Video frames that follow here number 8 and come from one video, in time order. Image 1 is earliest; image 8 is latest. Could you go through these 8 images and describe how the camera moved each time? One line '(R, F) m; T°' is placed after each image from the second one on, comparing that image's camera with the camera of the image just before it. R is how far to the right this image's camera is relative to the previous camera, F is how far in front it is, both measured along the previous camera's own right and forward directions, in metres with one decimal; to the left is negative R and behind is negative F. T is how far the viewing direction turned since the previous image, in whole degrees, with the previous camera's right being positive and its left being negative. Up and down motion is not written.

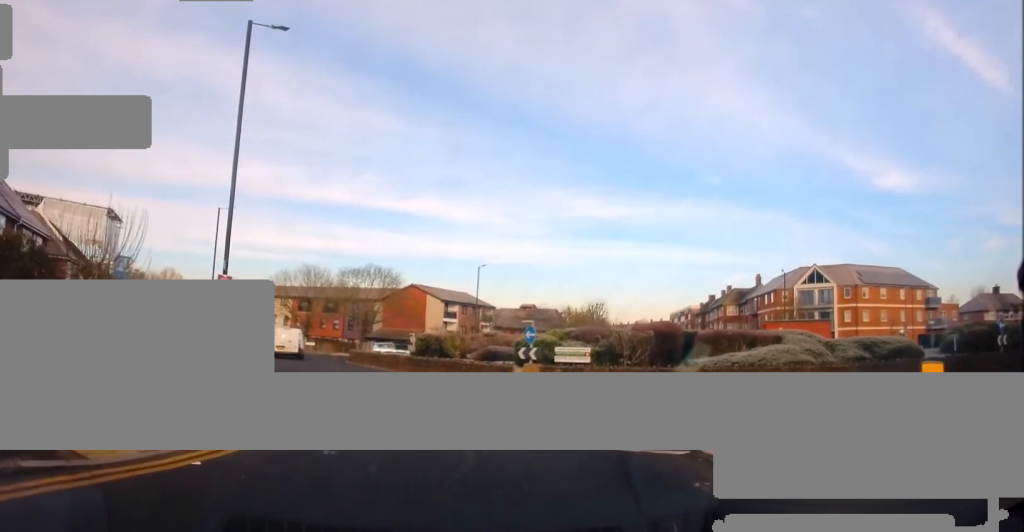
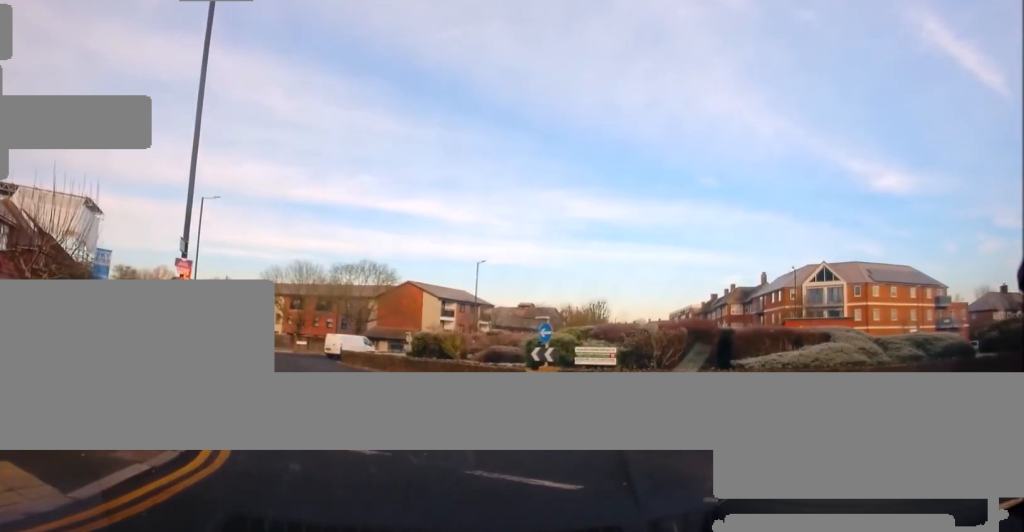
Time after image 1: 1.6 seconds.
(-0.4, +3.0) m; -4°
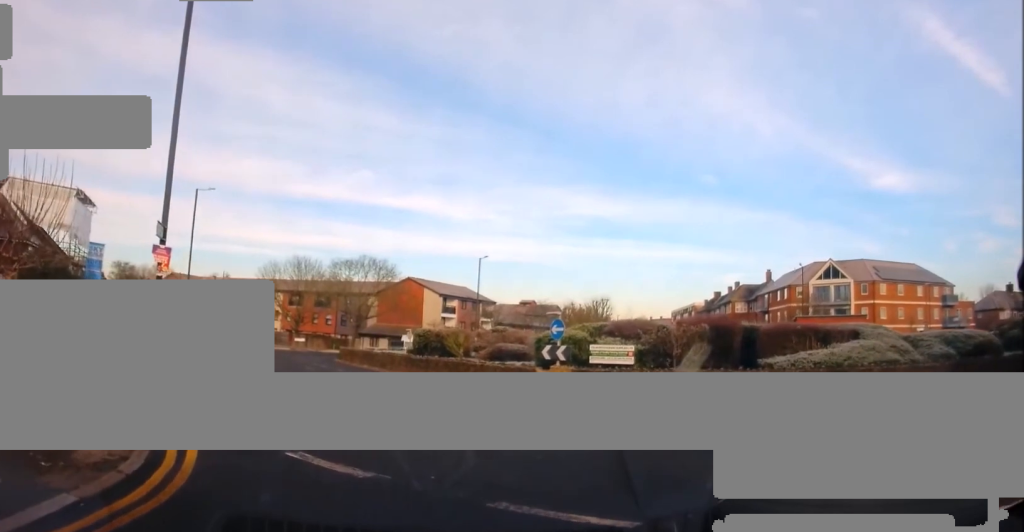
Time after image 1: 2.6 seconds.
(+0.1, +1.5) m; +5°
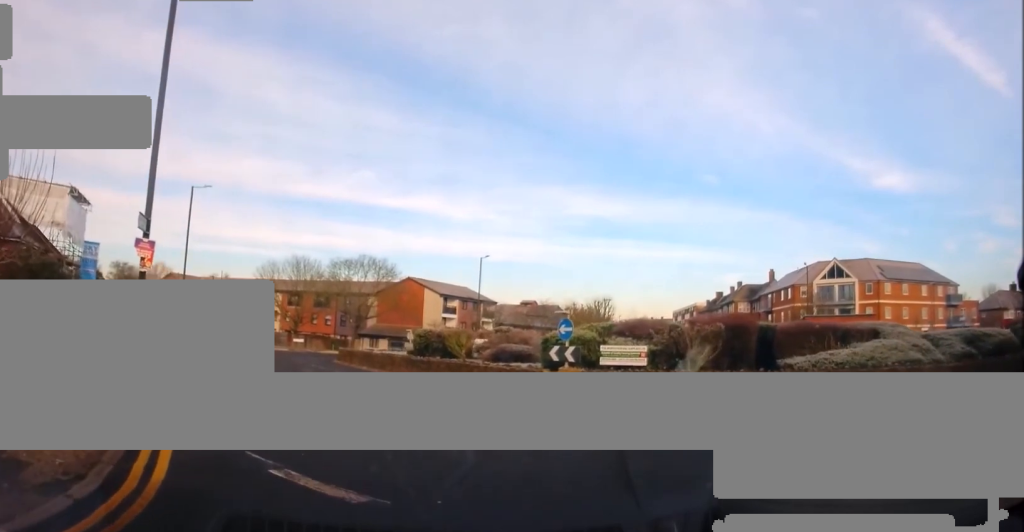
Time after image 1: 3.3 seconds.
(0.0, +1.1) m; 0°
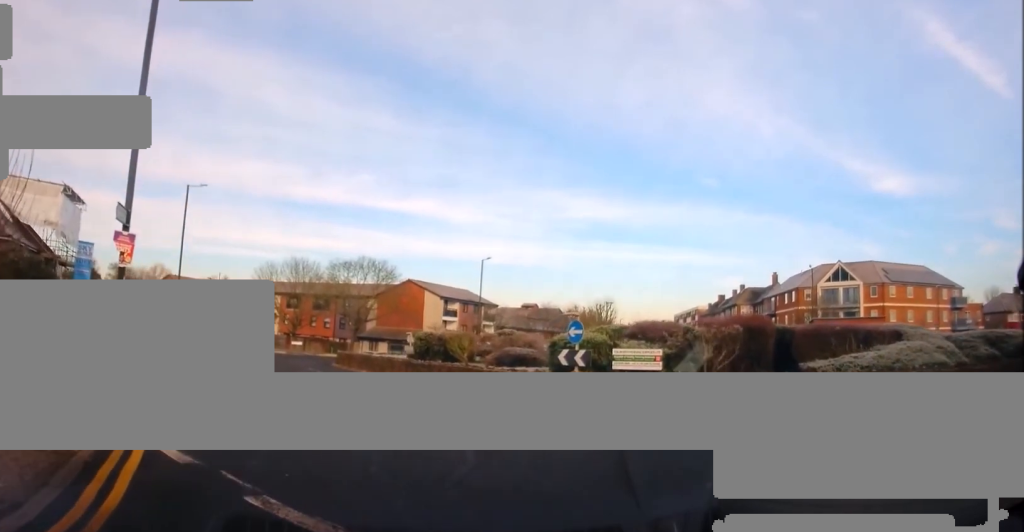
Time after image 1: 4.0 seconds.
(0.0, +1.3) m; 0°
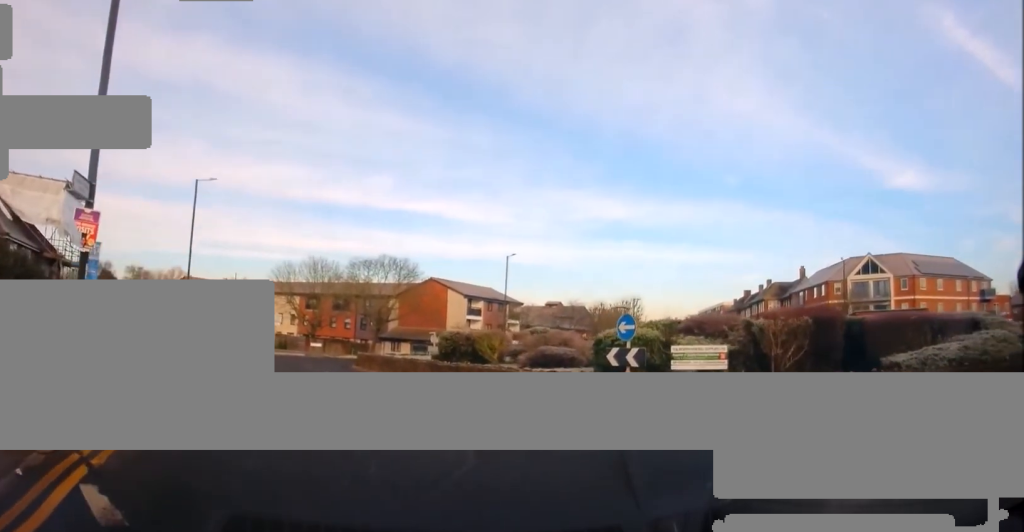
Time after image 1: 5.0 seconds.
(0.0, +2.5) m; -9°
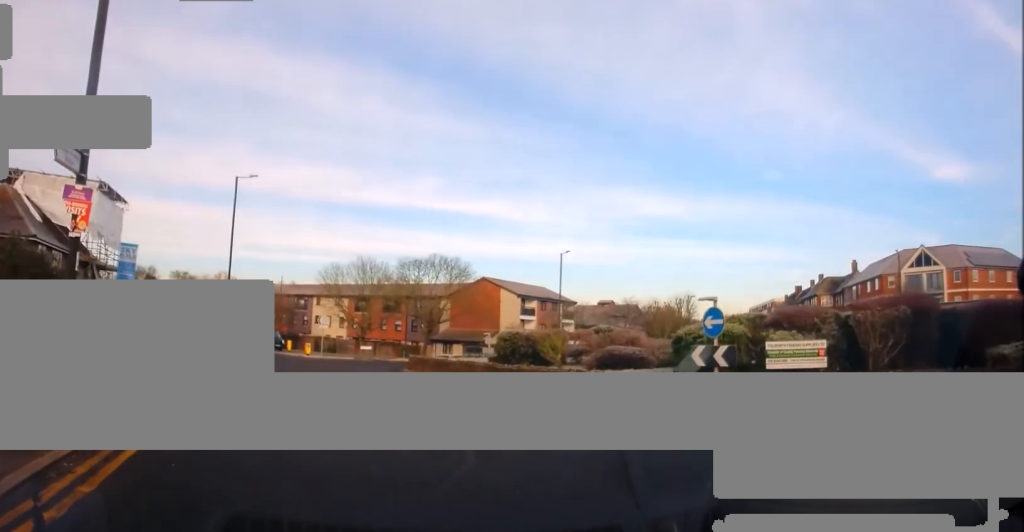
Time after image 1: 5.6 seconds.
(-0.2, +2.1) m; -5°
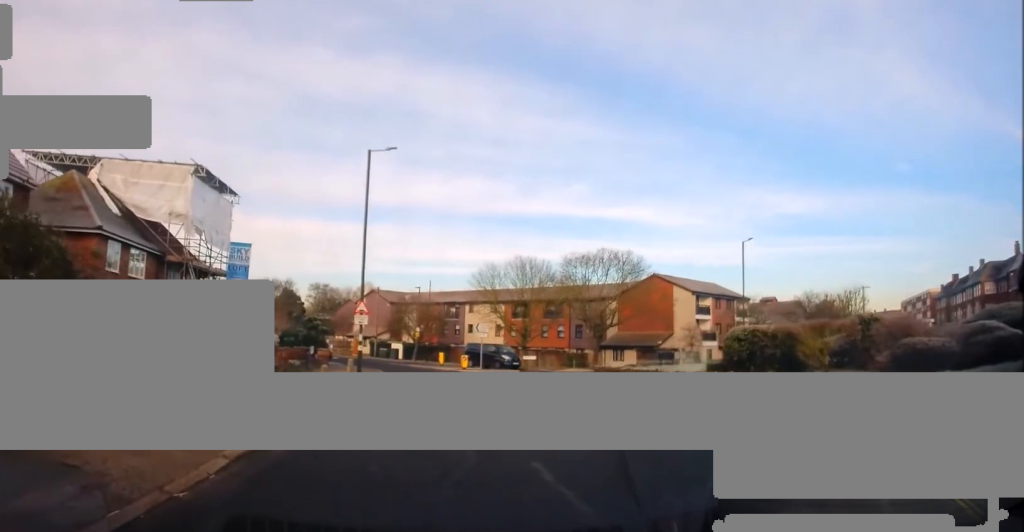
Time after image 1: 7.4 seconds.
(-0.8, +8.7) m; -6°
